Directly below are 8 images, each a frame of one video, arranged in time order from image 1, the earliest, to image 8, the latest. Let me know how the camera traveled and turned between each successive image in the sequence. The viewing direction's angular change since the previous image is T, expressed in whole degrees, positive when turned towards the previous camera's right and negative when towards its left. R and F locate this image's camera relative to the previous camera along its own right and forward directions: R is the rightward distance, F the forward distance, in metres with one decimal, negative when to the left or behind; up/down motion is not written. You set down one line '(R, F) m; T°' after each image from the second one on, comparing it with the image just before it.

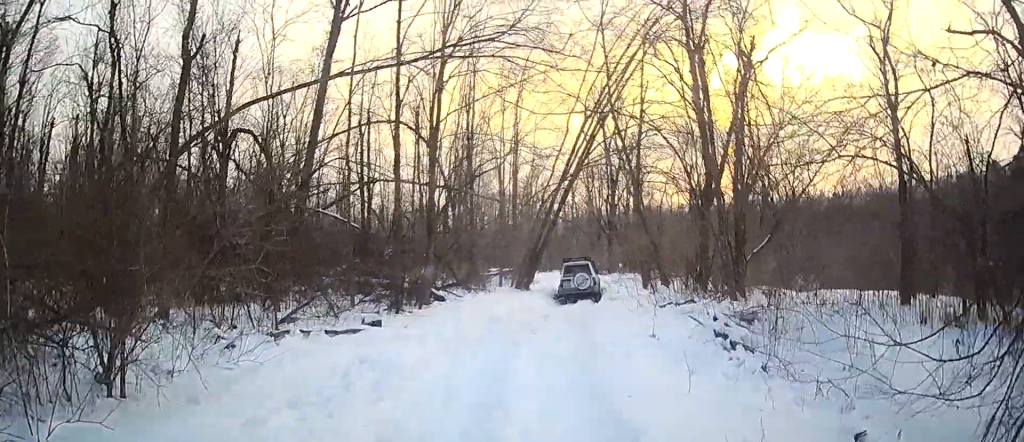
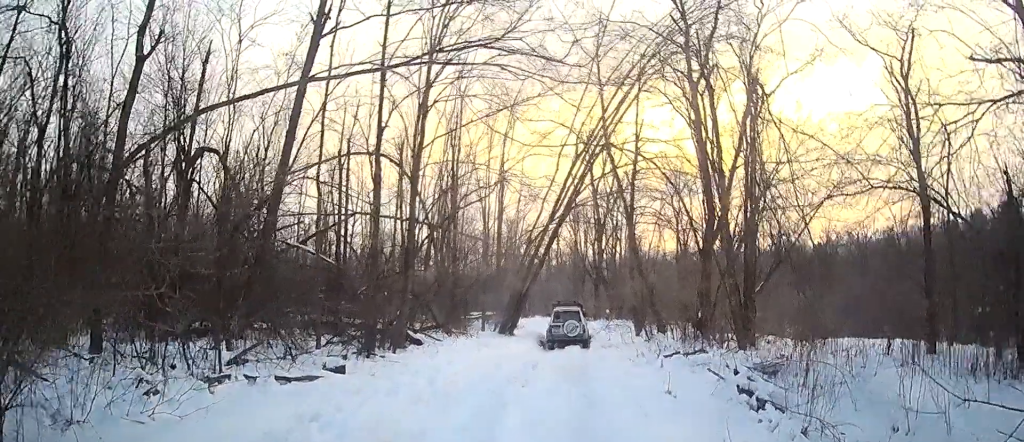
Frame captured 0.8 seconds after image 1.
(0.0, +1.4) m; -2°
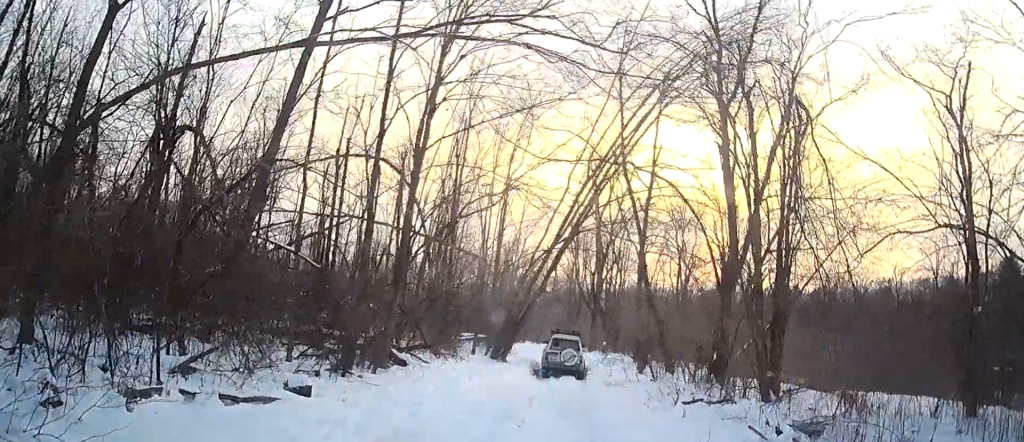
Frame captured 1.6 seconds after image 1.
(0.0, +1.4) m; -1°
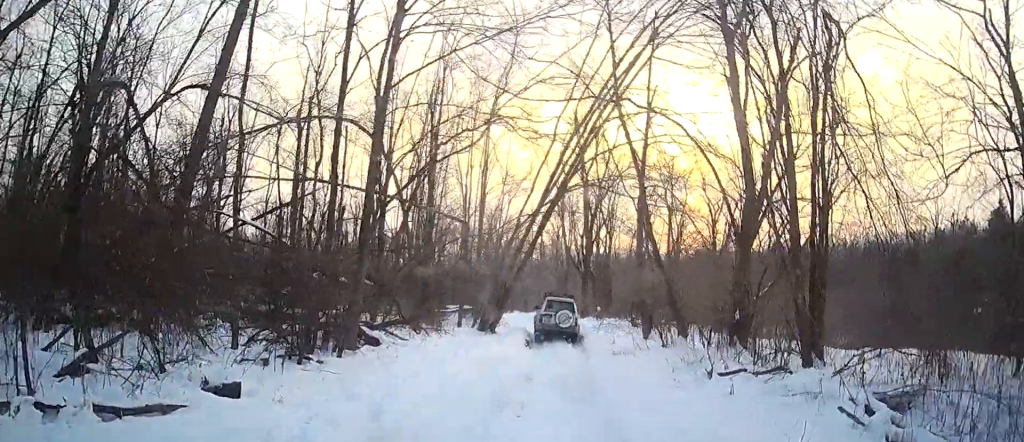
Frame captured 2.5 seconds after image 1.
(0.0, +1.7) m; +4°
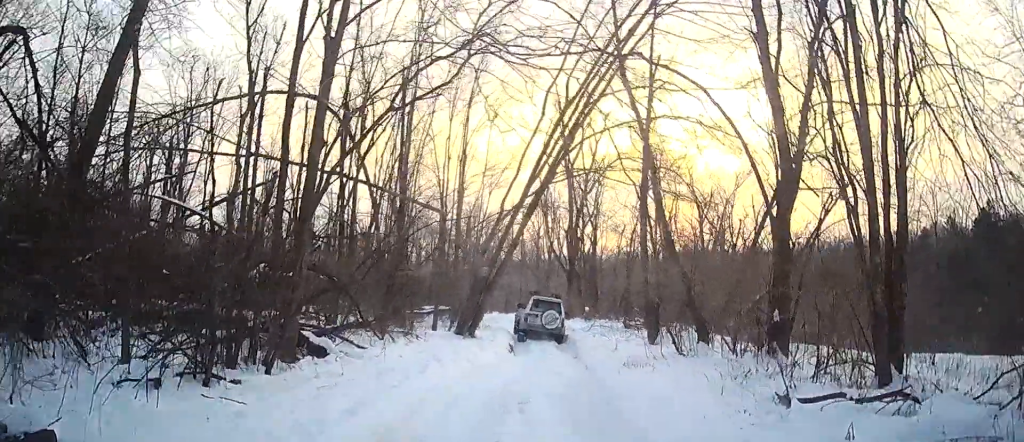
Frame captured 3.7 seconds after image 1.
(+0.2, +2.0) m; +8°
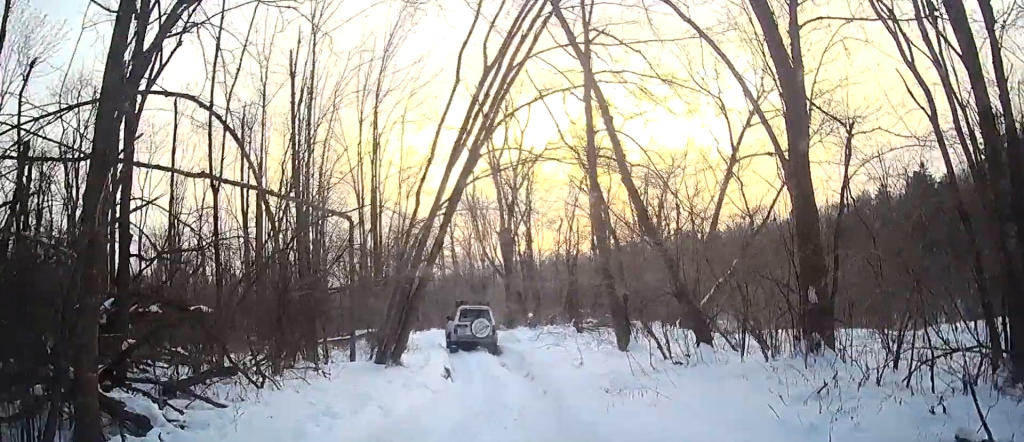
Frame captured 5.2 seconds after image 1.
(+0.1, +2.3) m; +4°
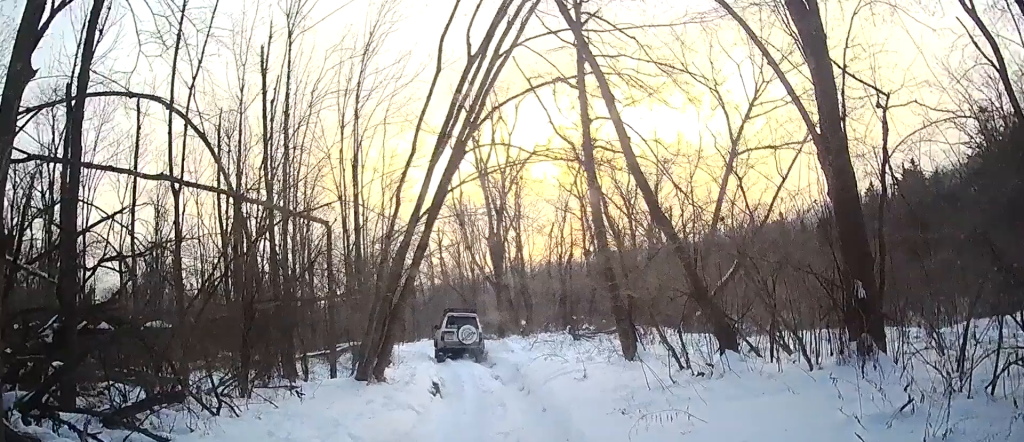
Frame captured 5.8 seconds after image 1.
(0.0, +1.1) m; 0°
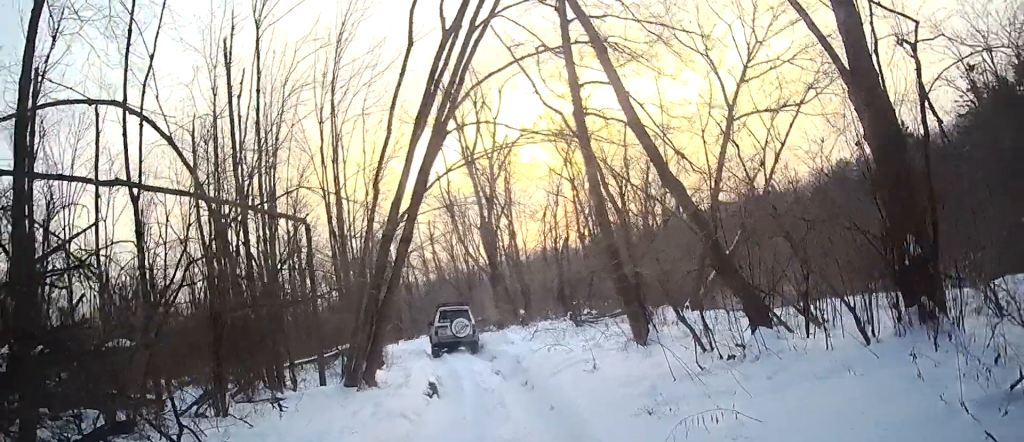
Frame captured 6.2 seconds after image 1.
(0.0, +1.2) m; -1°
